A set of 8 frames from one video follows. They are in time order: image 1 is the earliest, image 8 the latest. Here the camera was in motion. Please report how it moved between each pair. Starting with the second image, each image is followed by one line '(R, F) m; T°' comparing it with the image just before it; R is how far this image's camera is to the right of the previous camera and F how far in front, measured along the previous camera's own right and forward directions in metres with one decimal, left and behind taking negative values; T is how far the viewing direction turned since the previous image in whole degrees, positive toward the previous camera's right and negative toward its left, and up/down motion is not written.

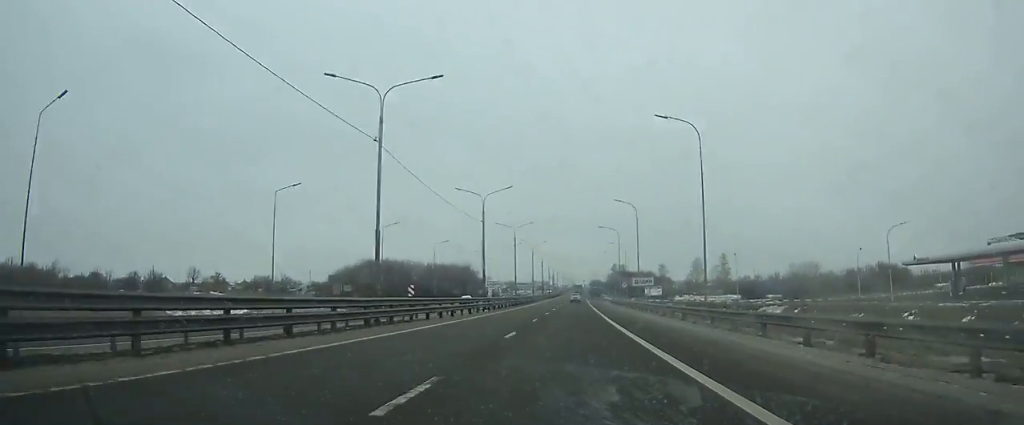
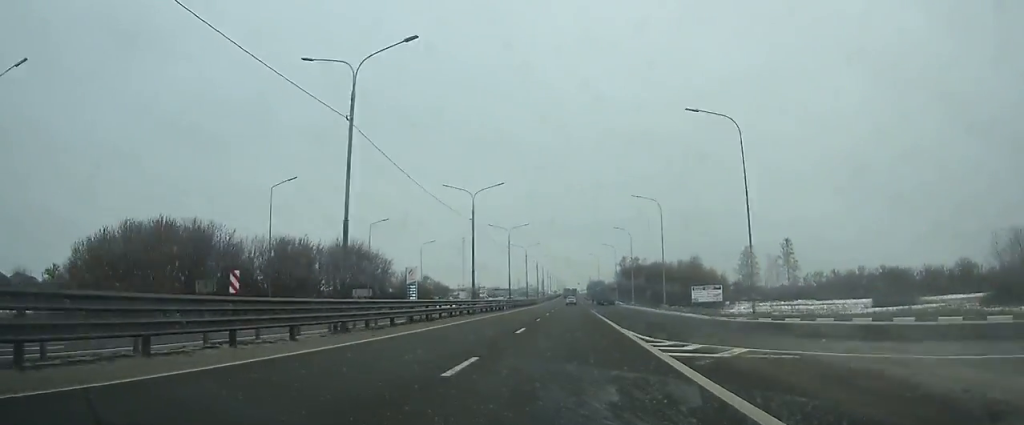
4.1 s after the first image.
(+1.2, +93.6) m; +1°
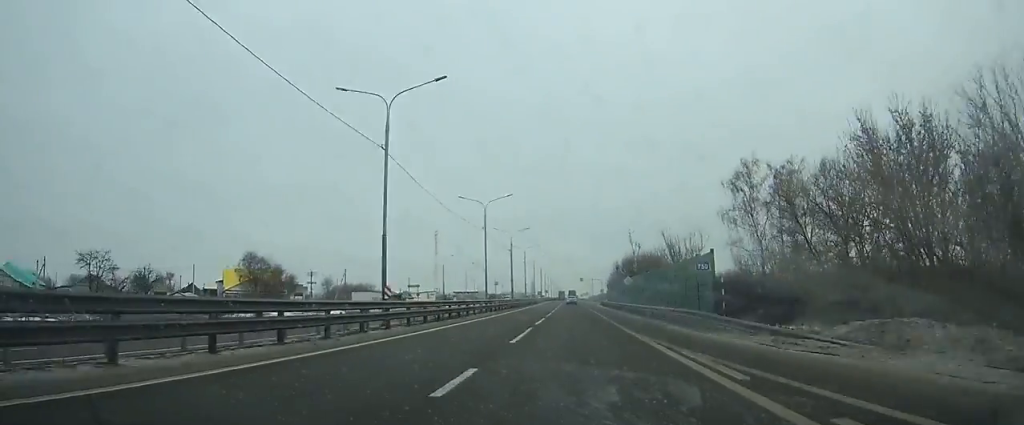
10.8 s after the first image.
(-0.1, +149.5) m; 0°
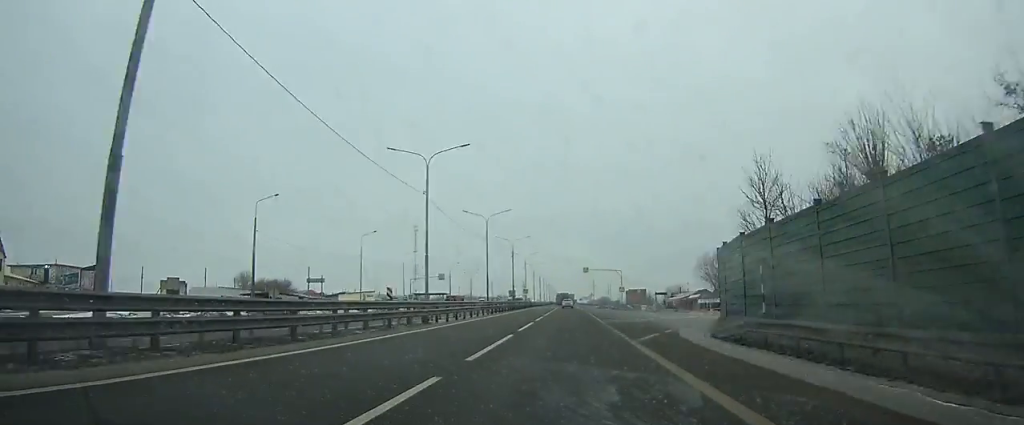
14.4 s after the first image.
(+0.1, +80.0) m; 0°
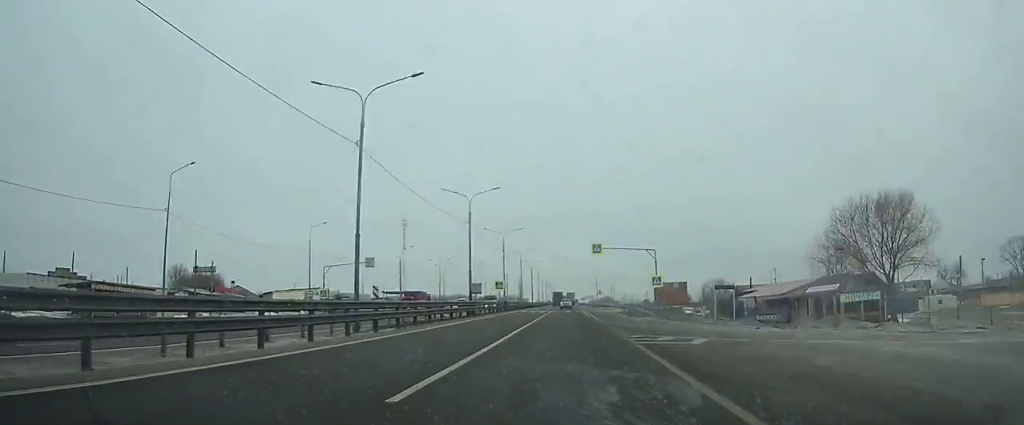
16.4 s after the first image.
(0.0, +43.2) m; 0°
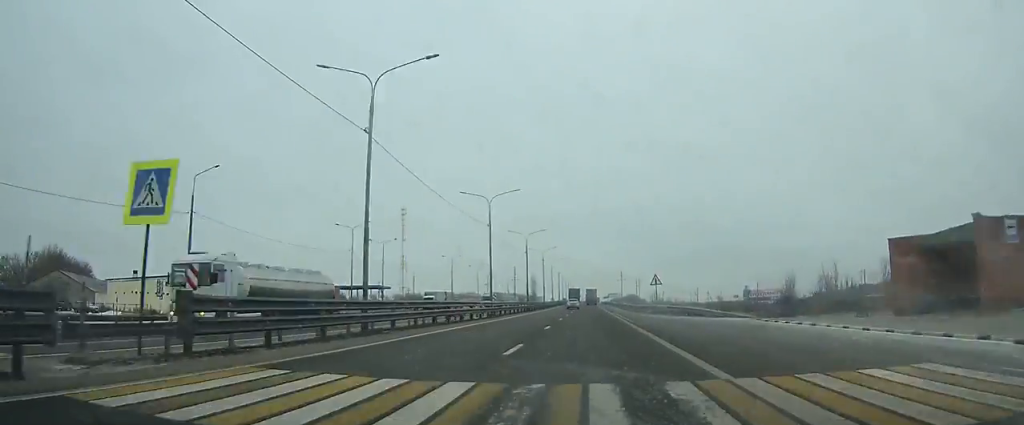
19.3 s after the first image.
(-0.2, +62.7) m; -1°
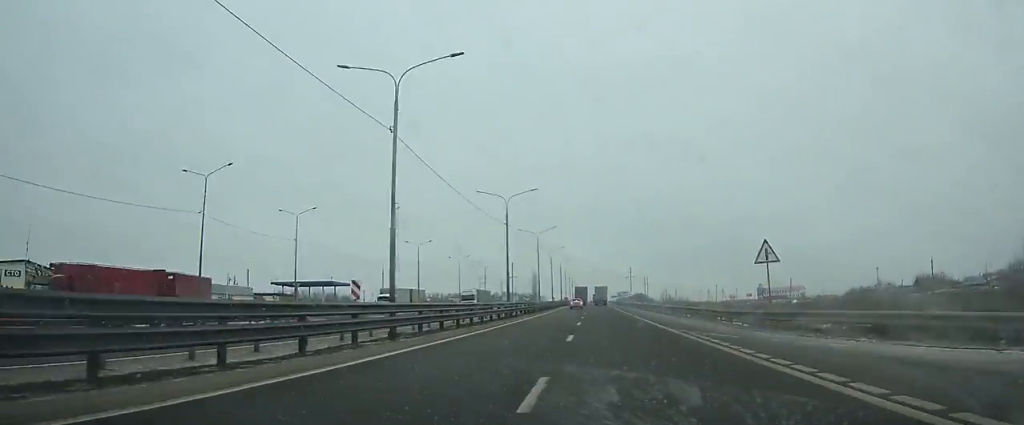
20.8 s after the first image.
(-0.2, +30.8) m; 0°
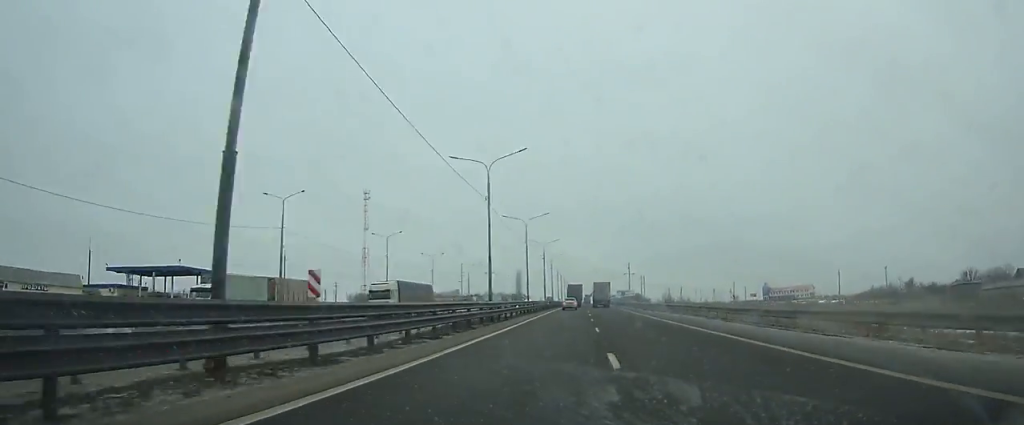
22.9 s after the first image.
(-0.1, +41.8) m; 0°
